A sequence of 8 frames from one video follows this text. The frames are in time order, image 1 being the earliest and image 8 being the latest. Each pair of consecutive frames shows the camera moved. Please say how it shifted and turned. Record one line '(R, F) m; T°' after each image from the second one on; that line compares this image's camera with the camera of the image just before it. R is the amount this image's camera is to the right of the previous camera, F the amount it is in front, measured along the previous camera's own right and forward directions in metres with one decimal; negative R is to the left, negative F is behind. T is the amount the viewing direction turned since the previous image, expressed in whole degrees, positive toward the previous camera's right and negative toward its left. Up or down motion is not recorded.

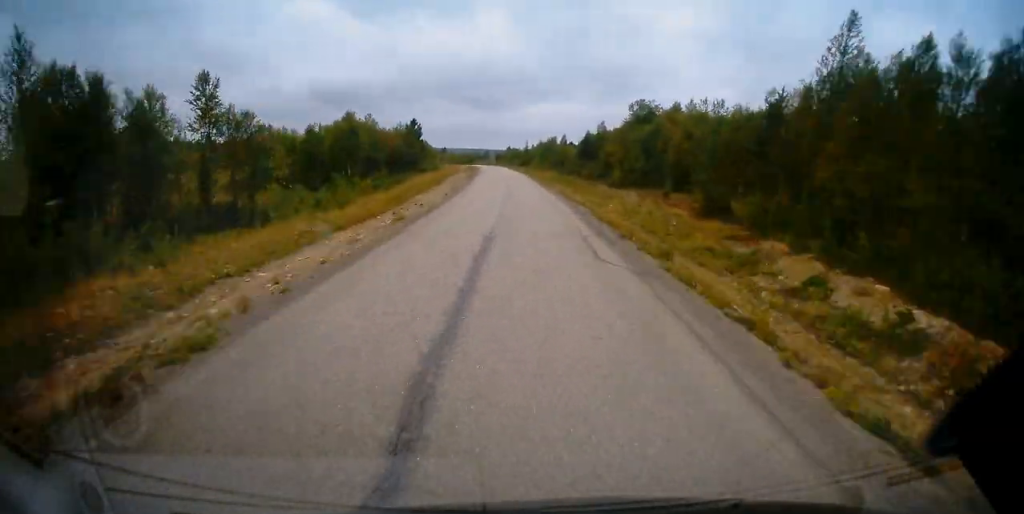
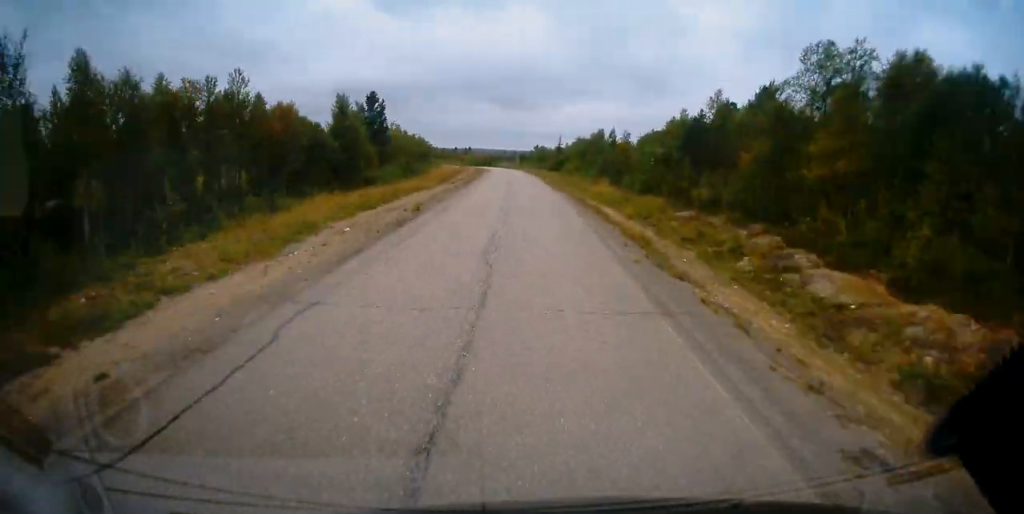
(-1.2, +39.9) m; -2°
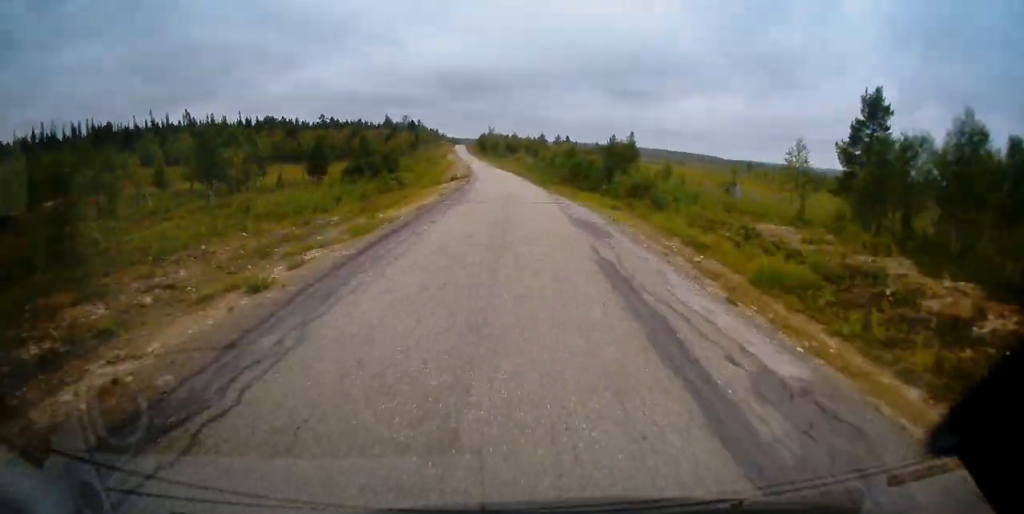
(-13.5, +161.3) m; -11°
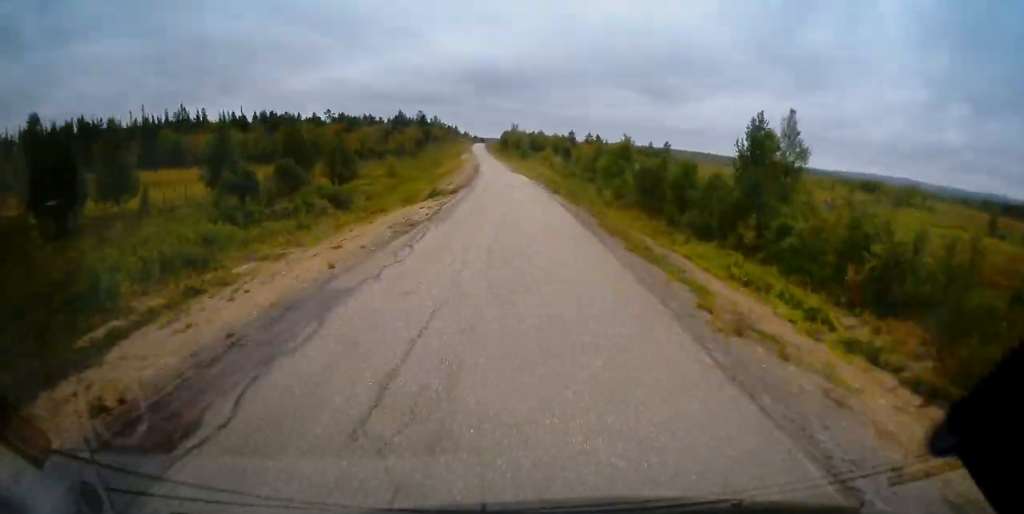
(-1.1, +30.3) m; -2°
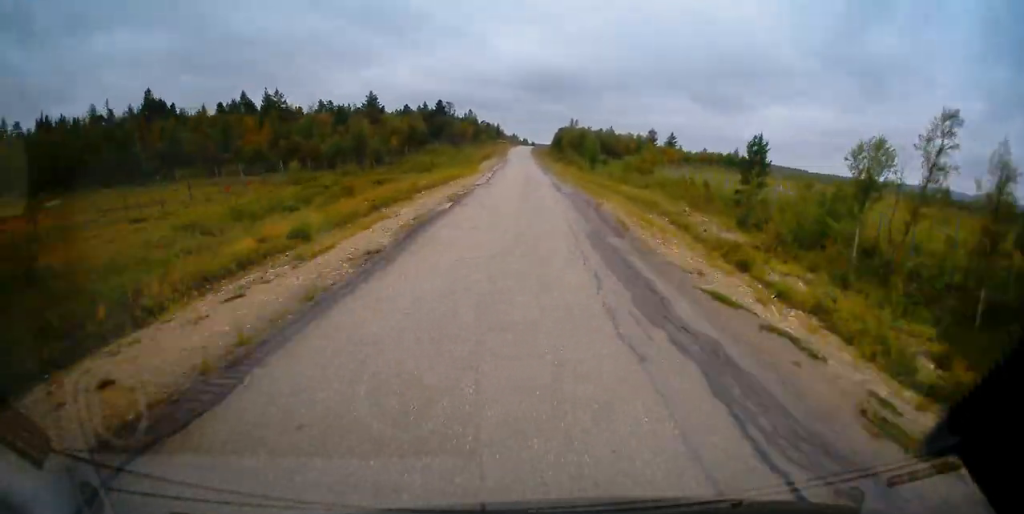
(-2.5, +69.9) m; -3°
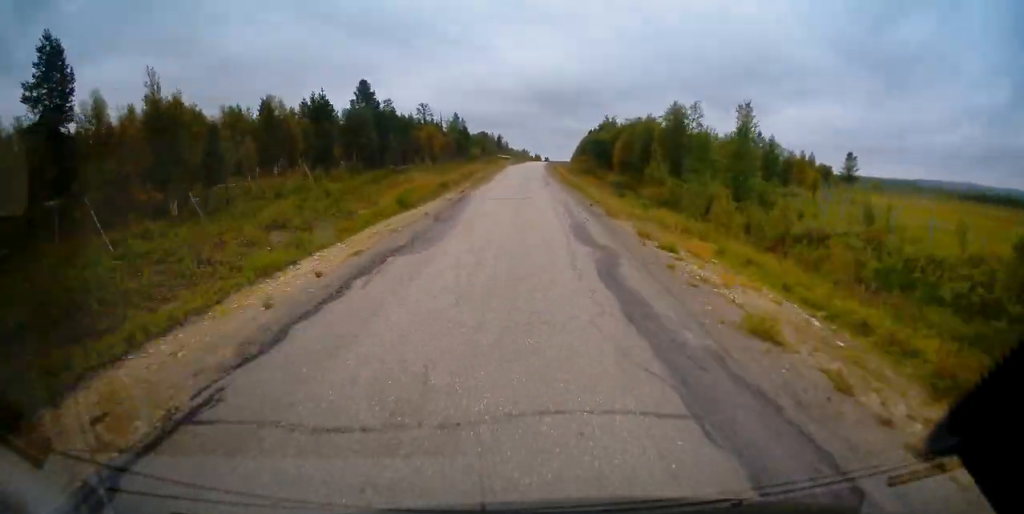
(-1.4, +74.5) m; -1°
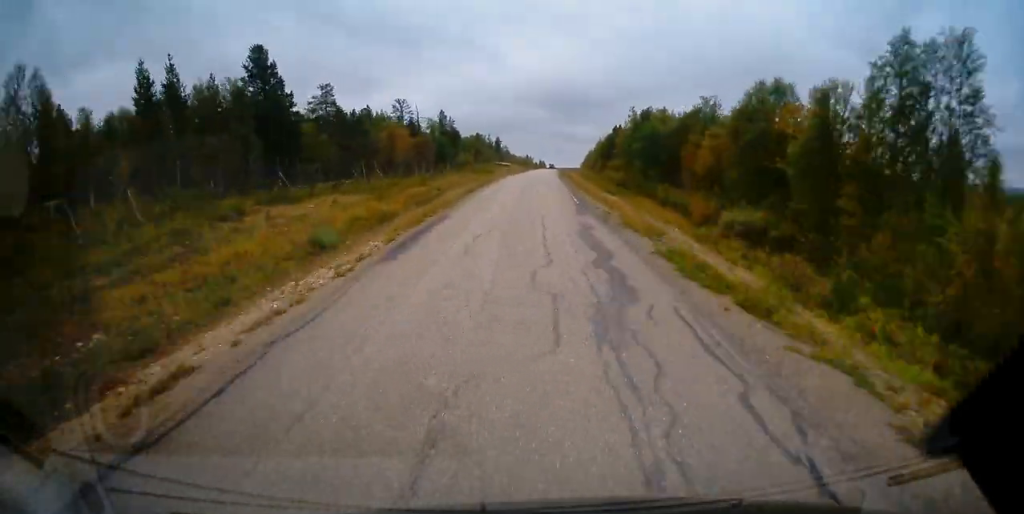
(-0.4, +32.4) m; 0°
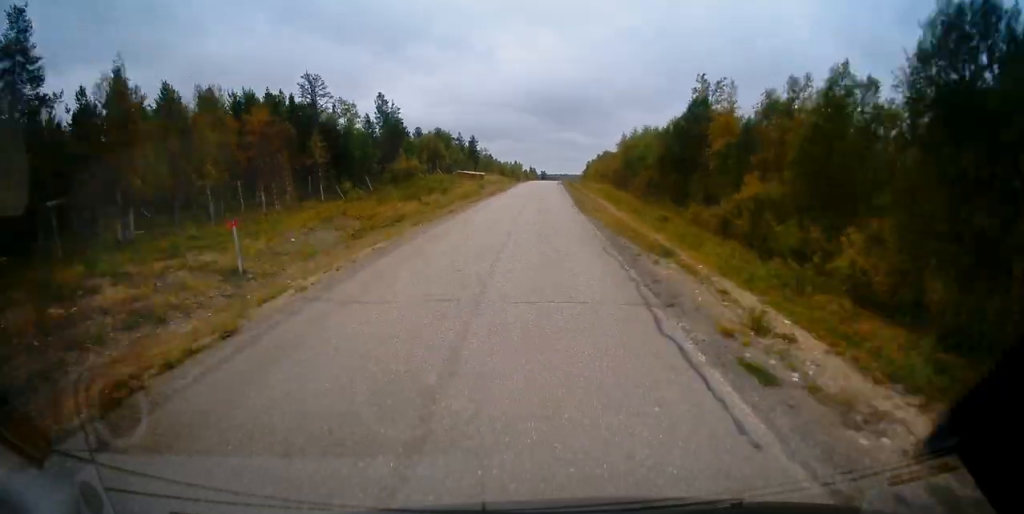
(+0.7, +49.1) m; +1°
